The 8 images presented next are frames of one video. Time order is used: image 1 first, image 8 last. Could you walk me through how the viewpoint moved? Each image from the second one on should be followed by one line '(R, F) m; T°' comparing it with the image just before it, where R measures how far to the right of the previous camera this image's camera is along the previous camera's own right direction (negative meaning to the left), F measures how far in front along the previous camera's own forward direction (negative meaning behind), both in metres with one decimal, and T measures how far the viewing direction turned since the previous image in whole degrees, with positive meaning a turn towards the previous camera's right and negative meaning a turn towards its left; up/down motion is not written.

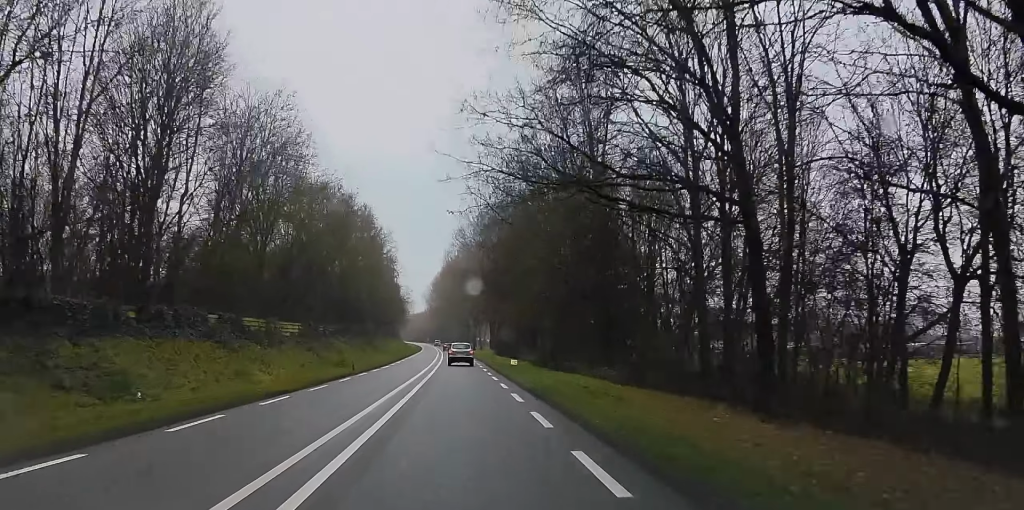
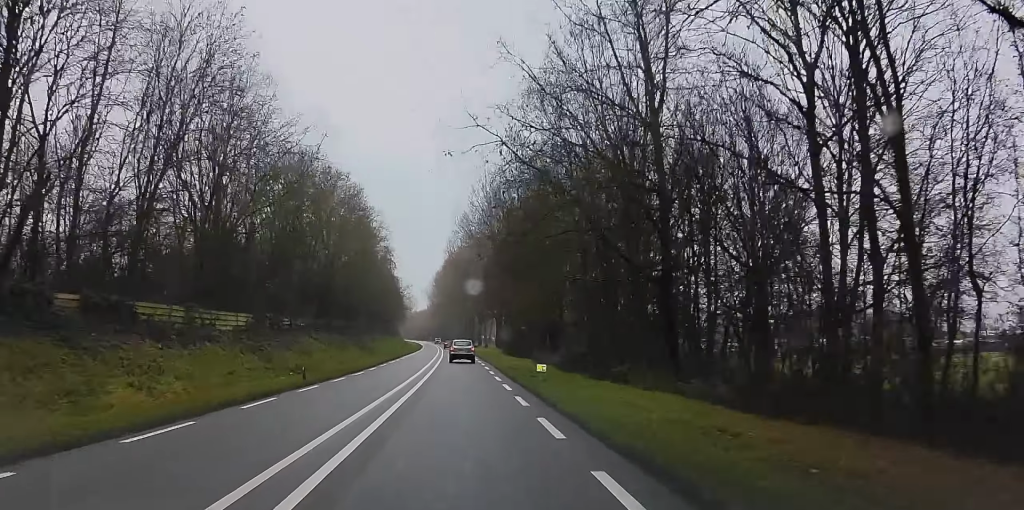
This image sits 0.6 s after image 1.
(0.0, +13.7) m; -1°
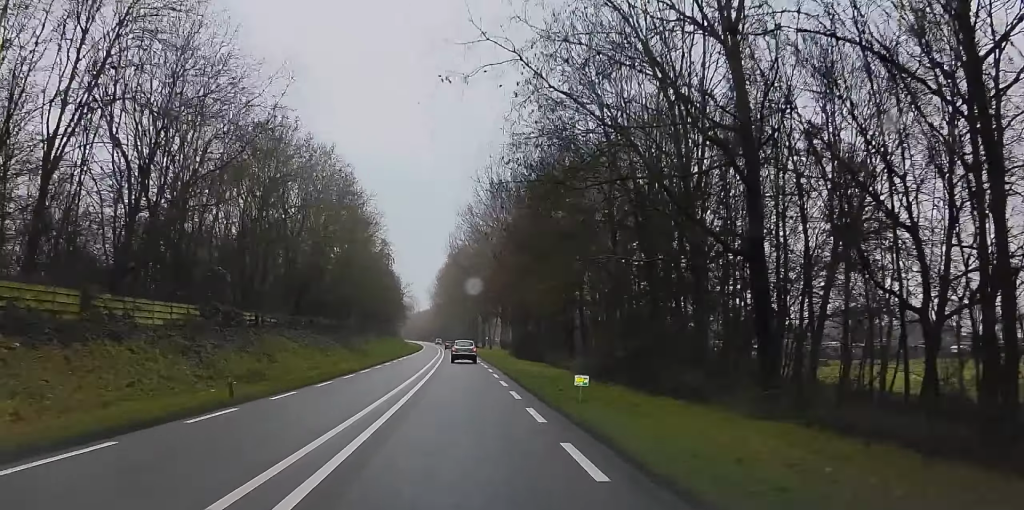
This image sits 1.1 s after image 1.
(-0.3, +9.4) m; -1°
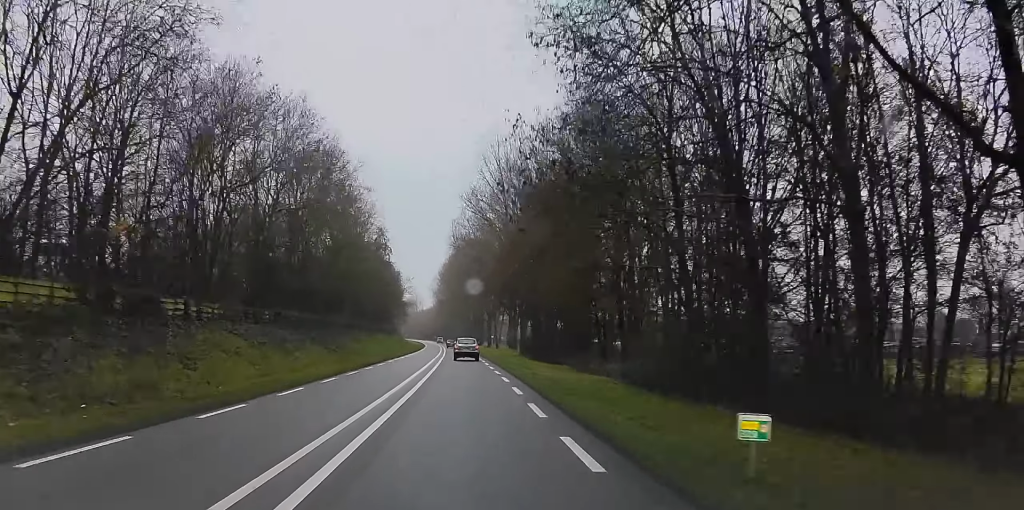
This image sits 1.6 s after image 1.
(-0.1, +11.2) m; -1°
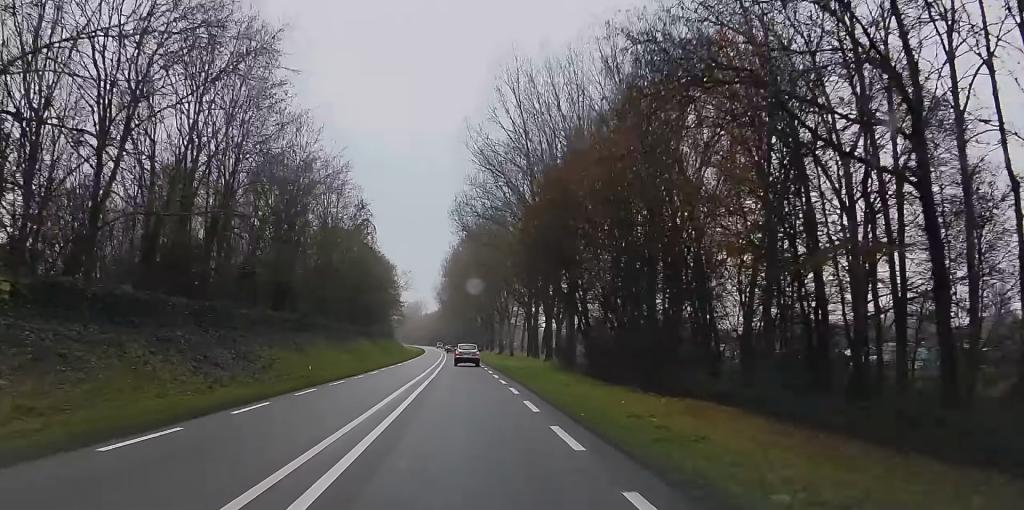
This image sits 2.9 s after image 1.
(0.0, +28.4) m; 0°
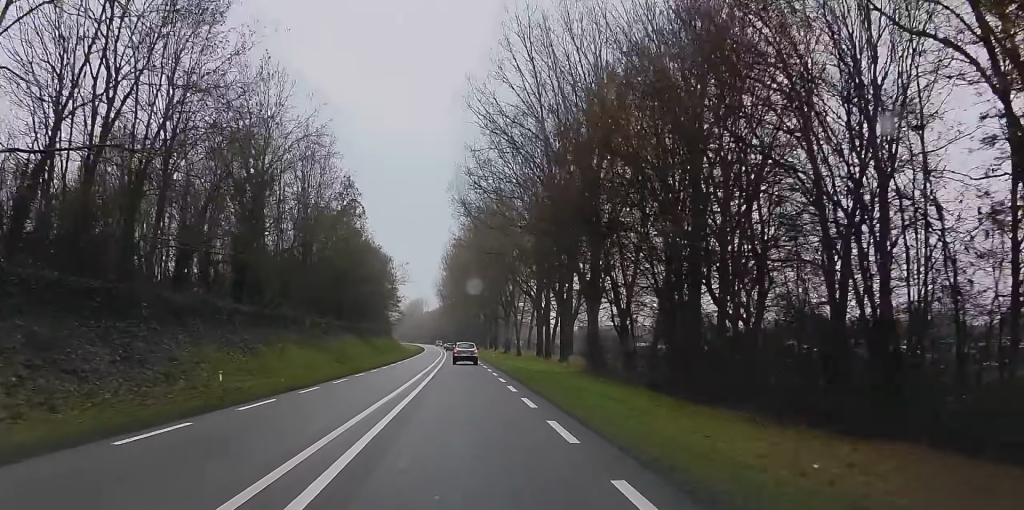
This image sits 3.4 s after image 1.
(0.0, +11.2) m; 0°
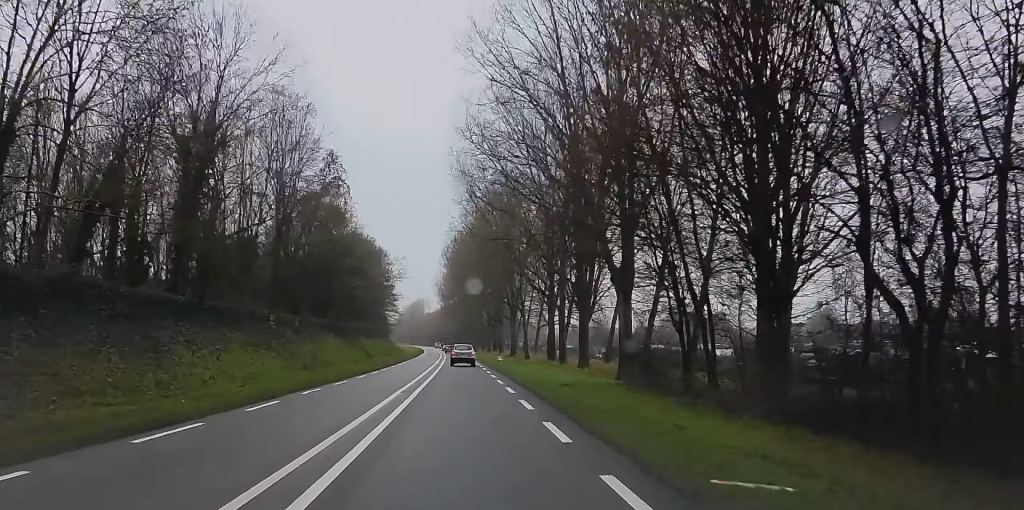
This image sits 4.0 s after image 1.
(+0.1, +11.3) m; -1°
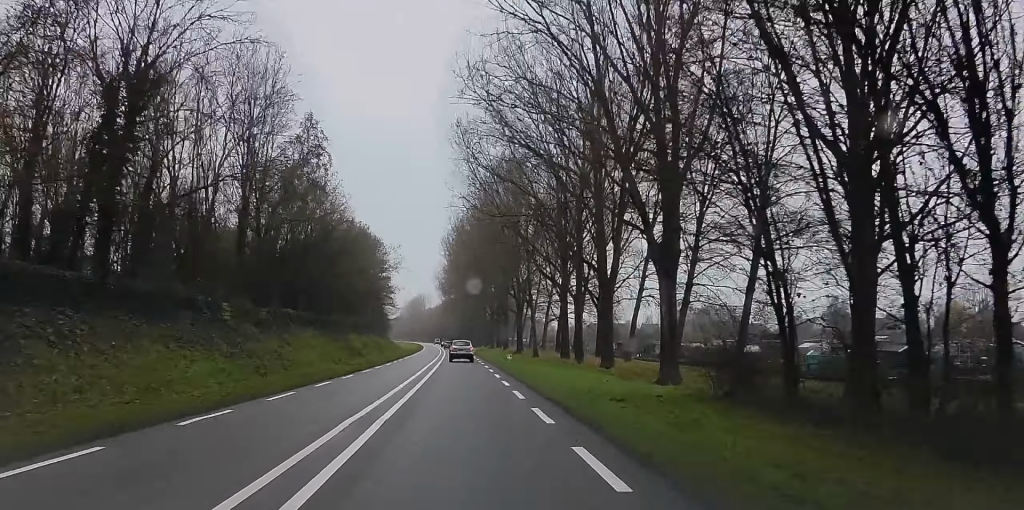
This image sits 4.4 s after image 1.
(+0.2, +10.4) m; -1°
